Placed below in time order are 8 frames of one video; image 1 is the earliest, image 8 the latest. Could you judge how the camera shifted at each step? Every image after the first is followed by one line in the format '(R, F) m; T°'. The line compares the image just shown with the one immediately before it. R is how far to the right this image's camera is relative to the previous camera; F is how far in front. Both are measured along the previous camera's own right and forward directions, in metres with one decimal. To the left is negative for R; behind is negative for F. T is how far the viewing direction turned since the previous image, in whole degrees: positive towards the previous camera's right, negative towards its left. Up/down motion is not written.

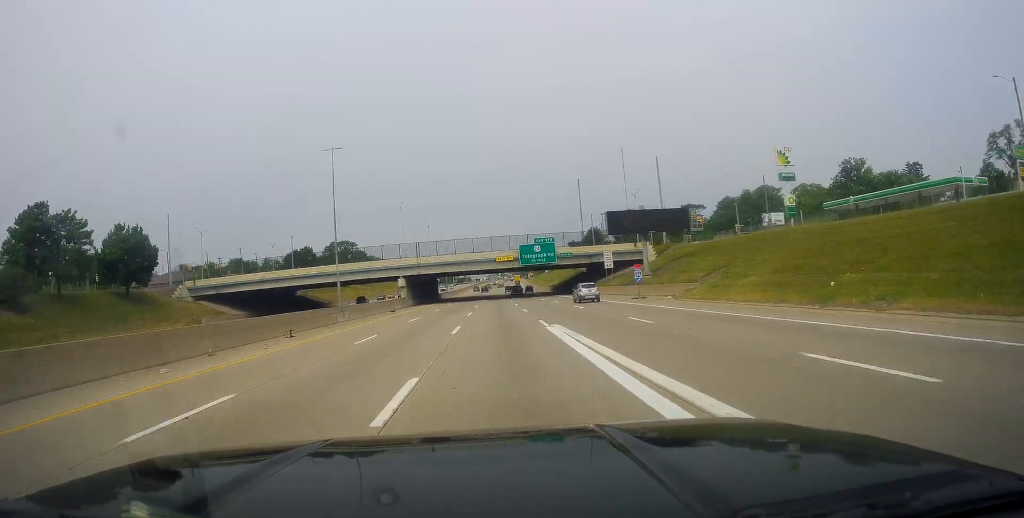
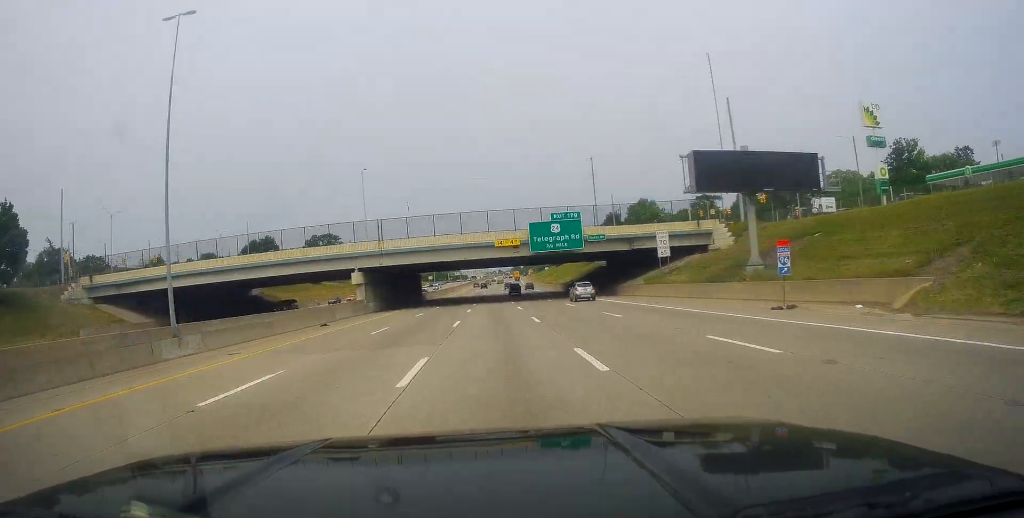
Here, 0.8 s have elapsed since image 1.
(+0.4, +27.0) m; 0°
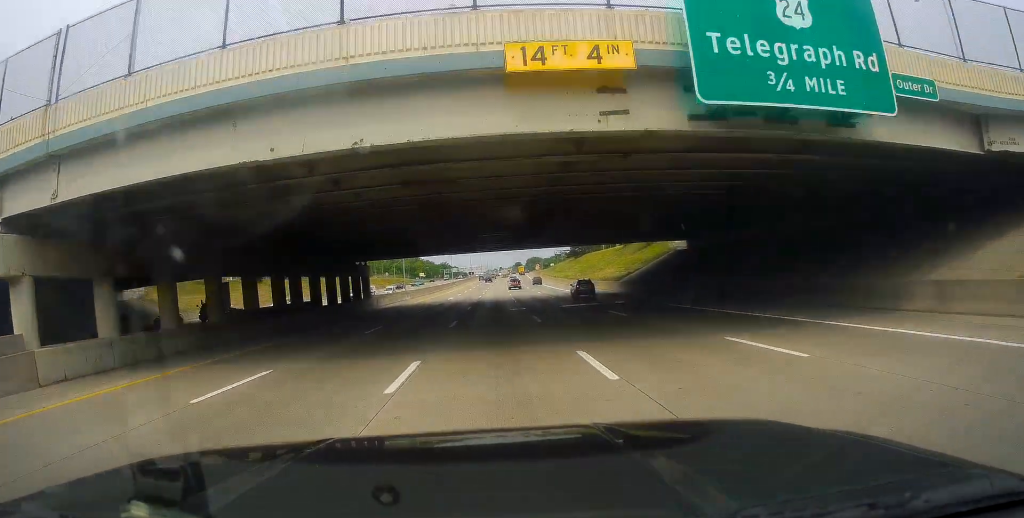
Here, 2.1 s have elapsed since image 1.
(-0.7, +46.1) m; -1°
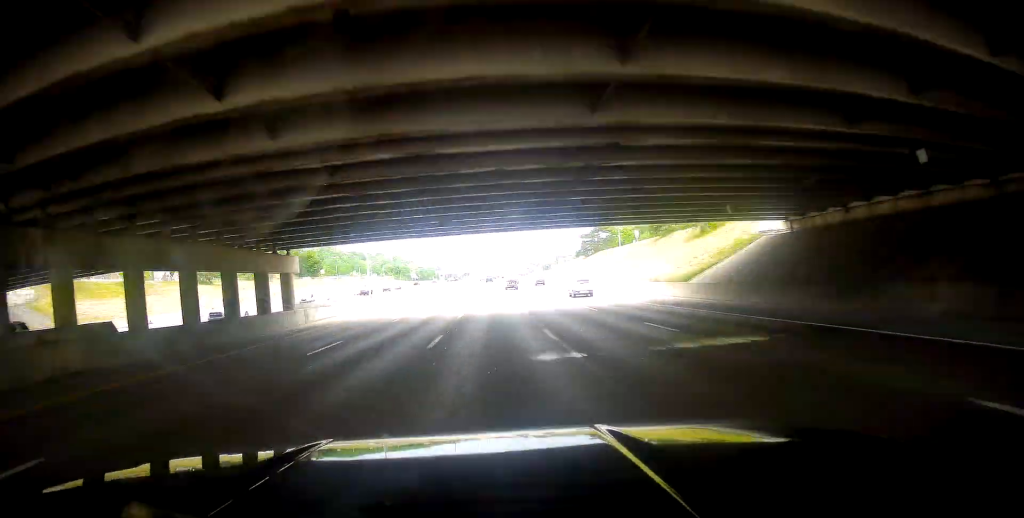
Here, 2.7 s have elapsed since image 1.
(0.0, +23.6) m; 0°
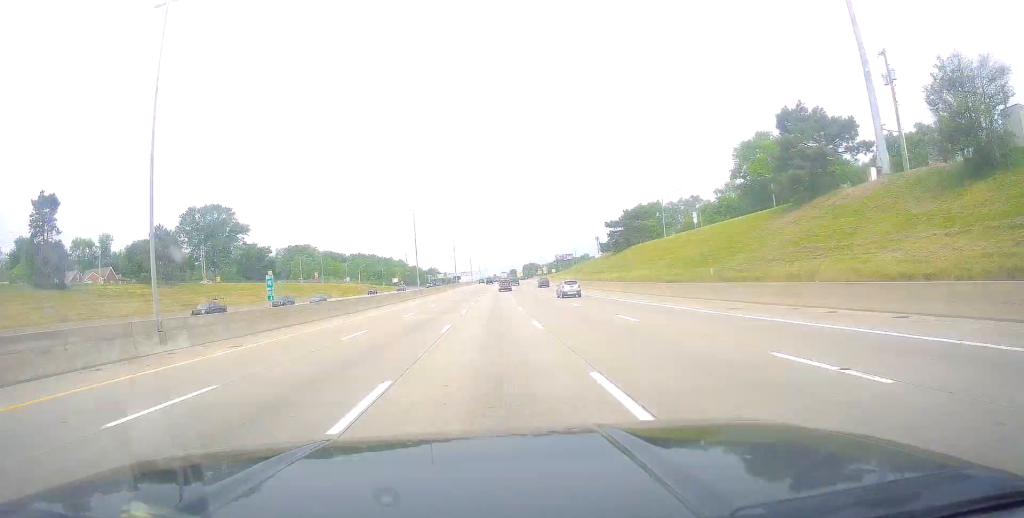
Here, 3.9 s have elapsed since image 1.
(0.0, +39.9) m; 0°
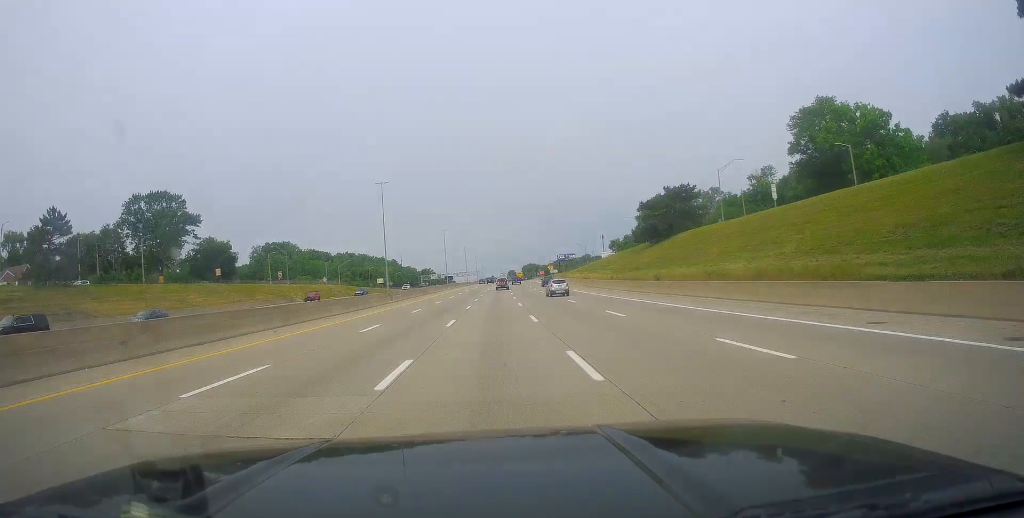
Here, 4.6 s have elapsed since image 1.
(0.0, +27.1) m; 0°
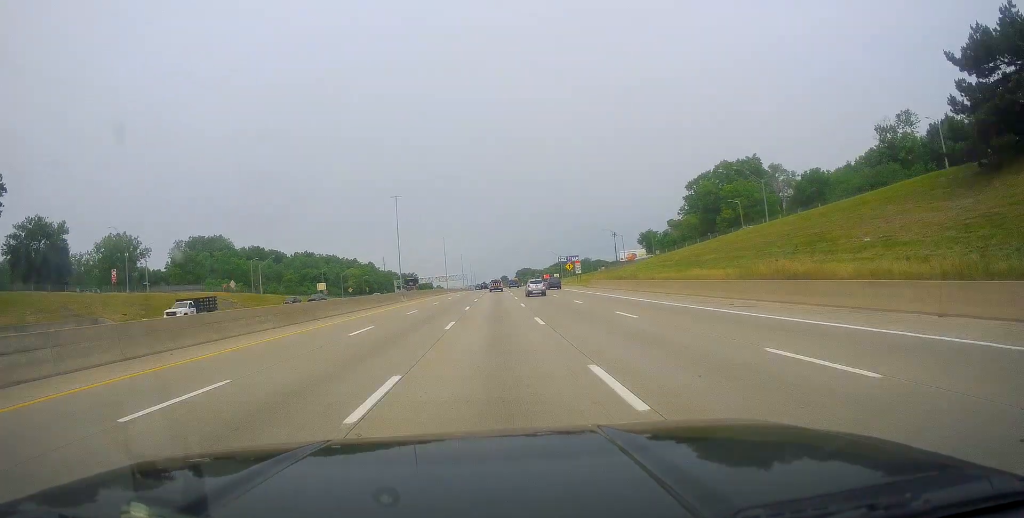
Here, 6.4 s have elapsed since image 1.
(+1.4, +63.2) m; +3°
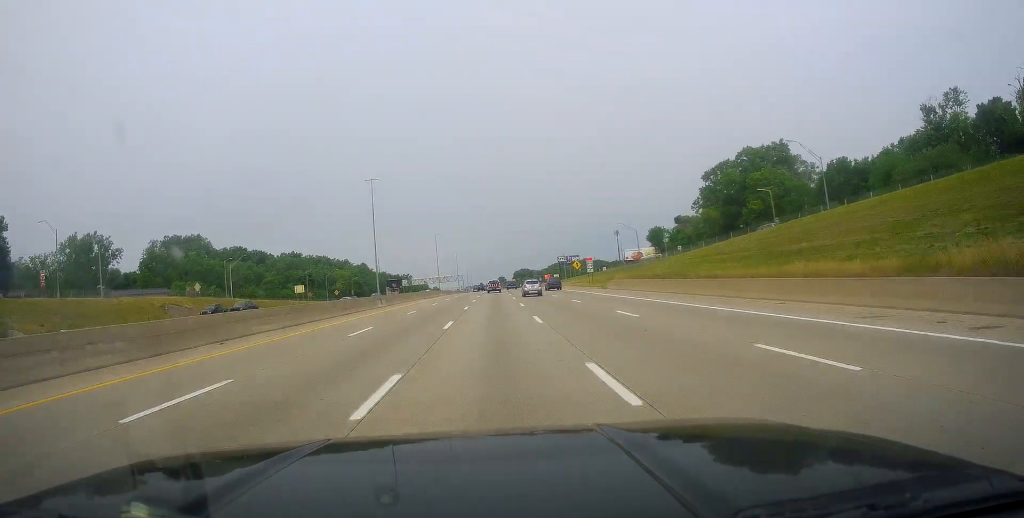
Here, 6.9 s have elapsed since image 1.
(+0.2, +15.1) m; +1°
